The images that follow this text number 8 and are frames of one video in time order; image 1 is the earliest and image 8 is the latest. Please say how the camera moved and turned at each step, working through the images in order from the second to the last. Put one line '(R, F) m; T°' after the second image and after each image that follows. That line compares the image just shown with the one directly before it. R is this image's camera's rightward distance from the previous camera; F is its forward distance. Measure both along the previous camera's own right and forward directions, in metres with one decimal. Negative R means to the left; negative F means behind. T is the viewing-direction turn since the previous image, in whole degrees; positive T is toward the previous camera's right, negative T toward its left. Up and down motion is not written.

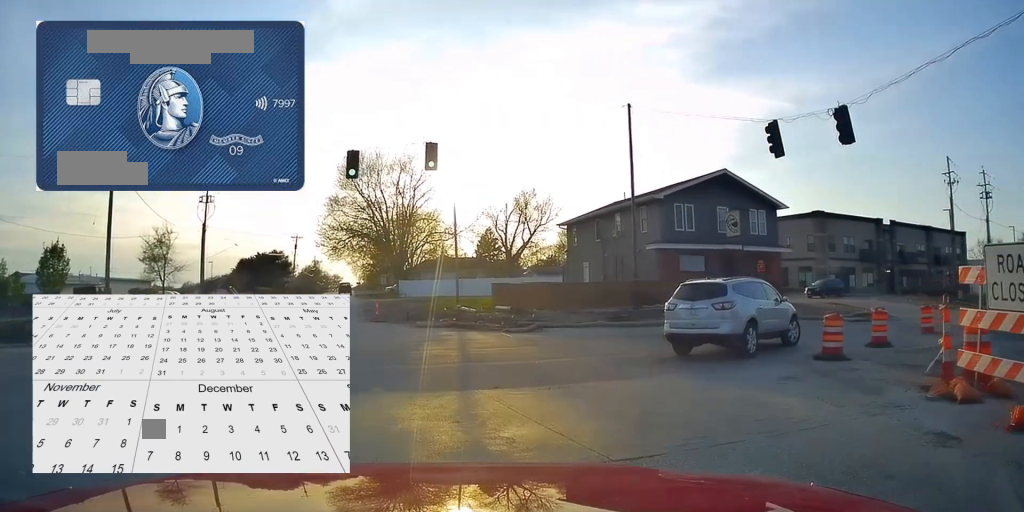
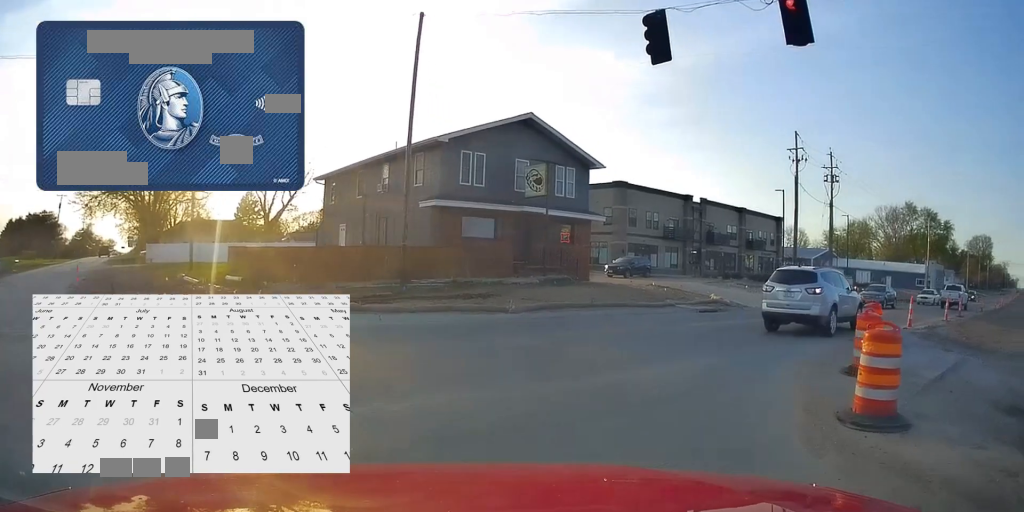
(+1.4, +8.1) m; +26°
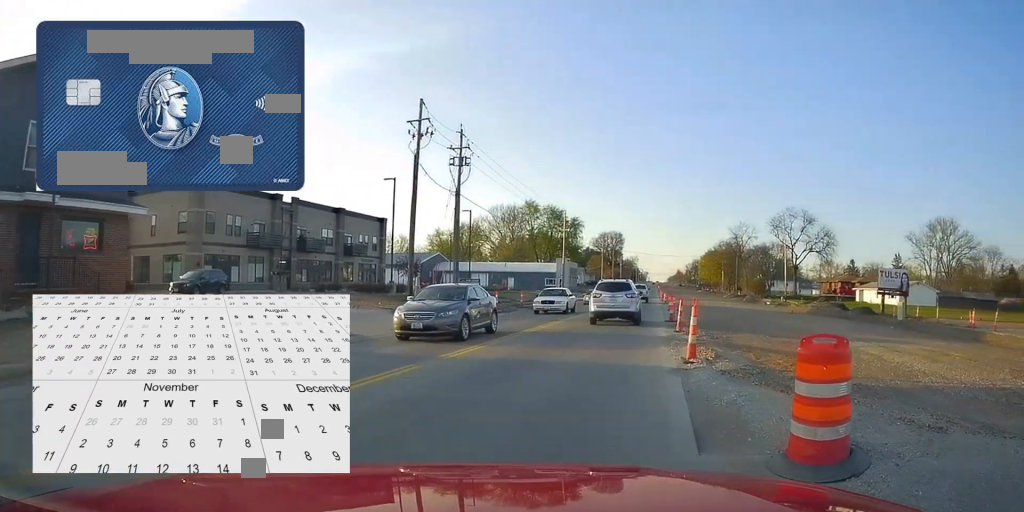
(+4.2, +10.2) m; +30°
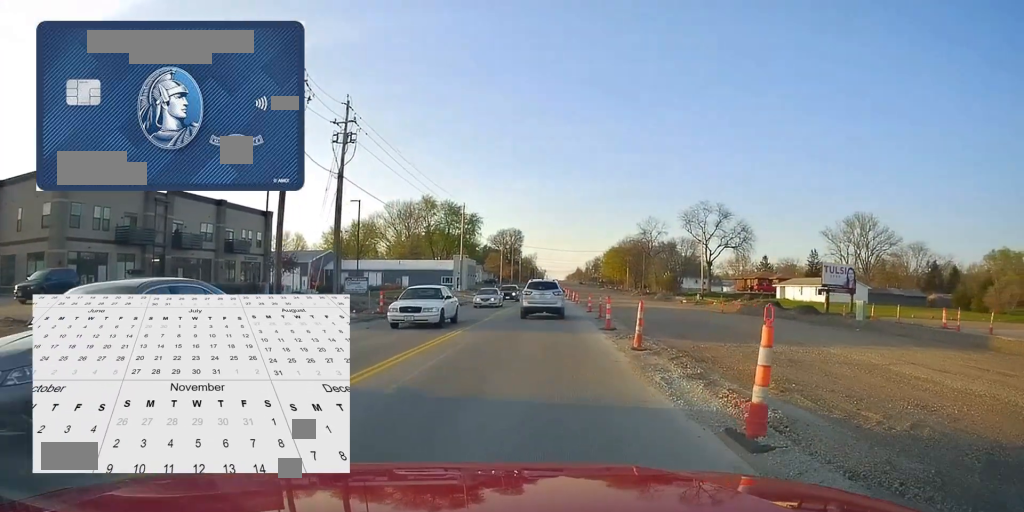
(-0.1, +6.7) m; +3°
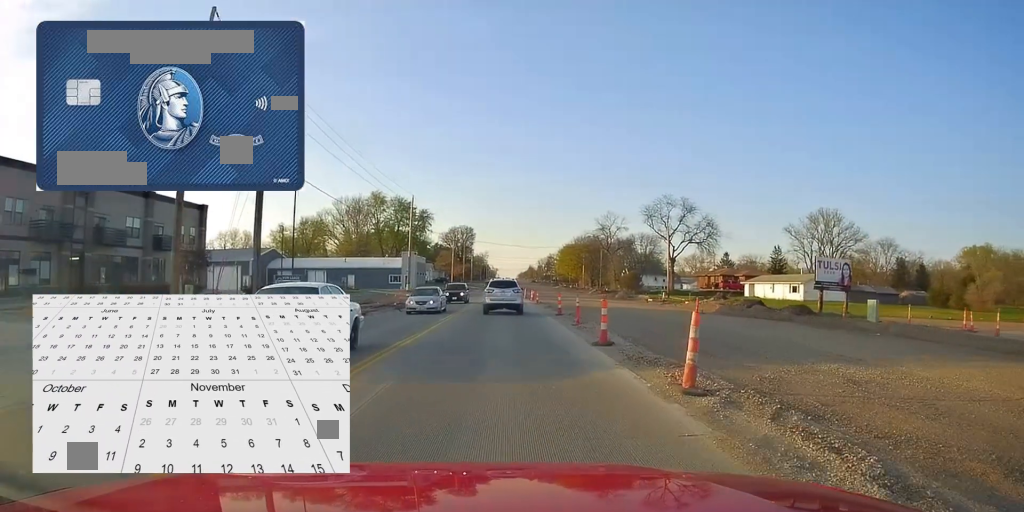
(+0.2, +6.2) m; +4°
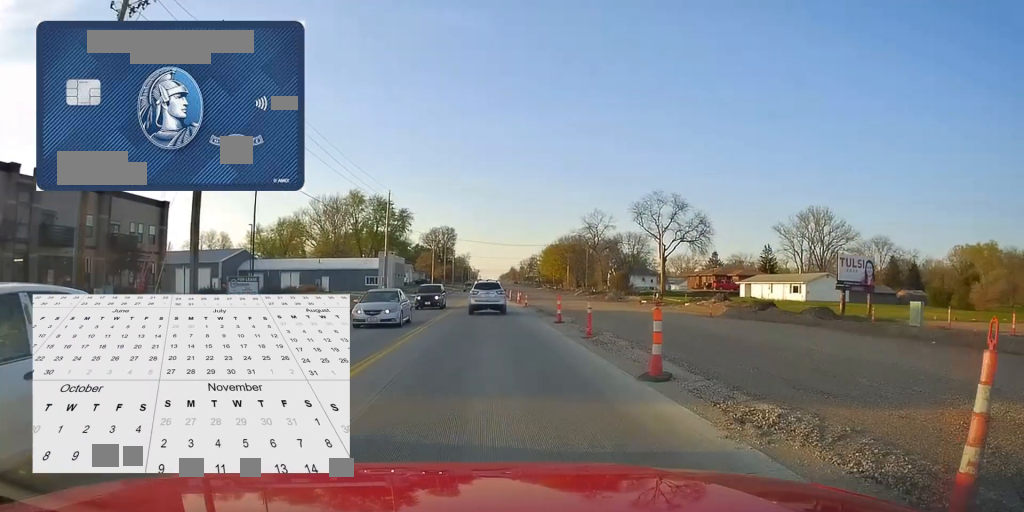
(+0.2, +5.8) m; +2°
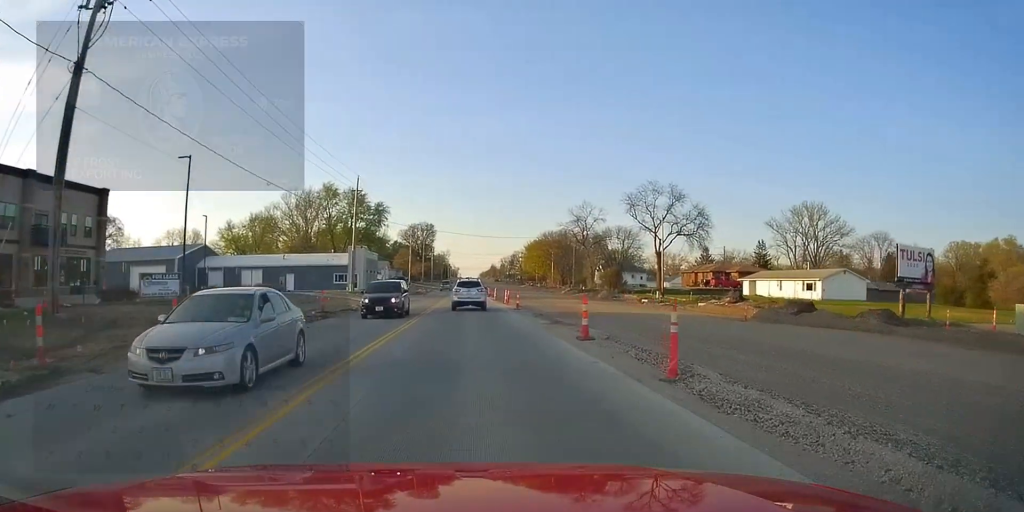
(+0.2, +8.6) m; +1°
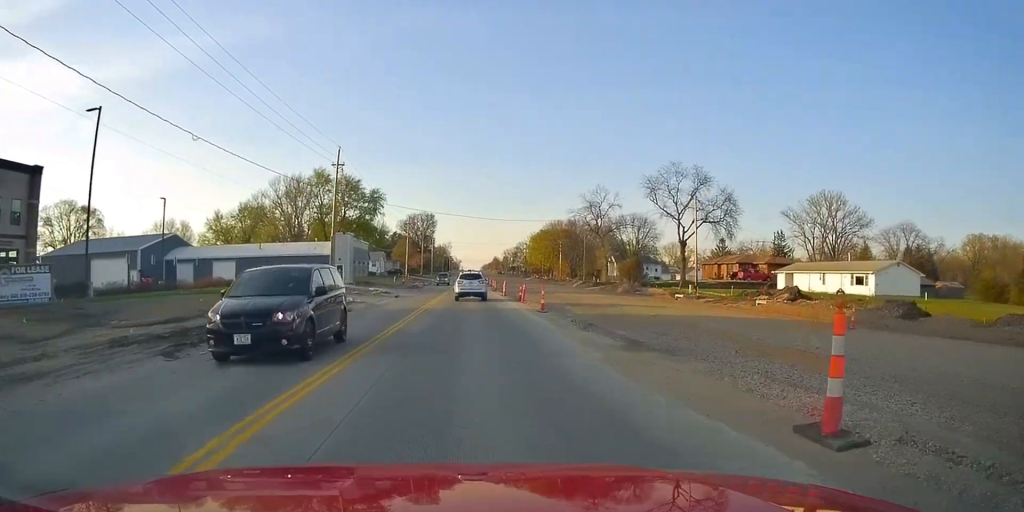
(0.0, +10.4) m; 0°
